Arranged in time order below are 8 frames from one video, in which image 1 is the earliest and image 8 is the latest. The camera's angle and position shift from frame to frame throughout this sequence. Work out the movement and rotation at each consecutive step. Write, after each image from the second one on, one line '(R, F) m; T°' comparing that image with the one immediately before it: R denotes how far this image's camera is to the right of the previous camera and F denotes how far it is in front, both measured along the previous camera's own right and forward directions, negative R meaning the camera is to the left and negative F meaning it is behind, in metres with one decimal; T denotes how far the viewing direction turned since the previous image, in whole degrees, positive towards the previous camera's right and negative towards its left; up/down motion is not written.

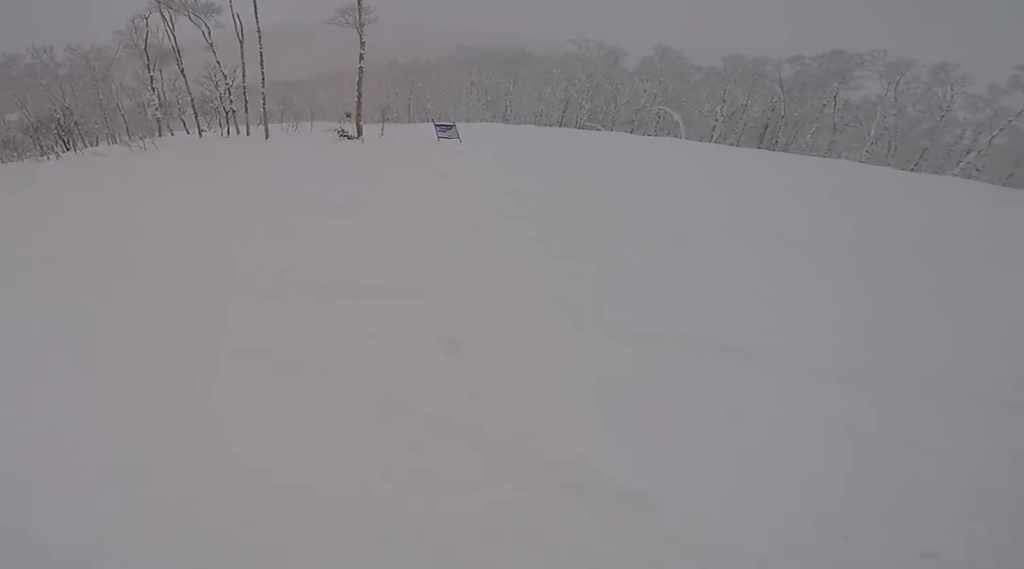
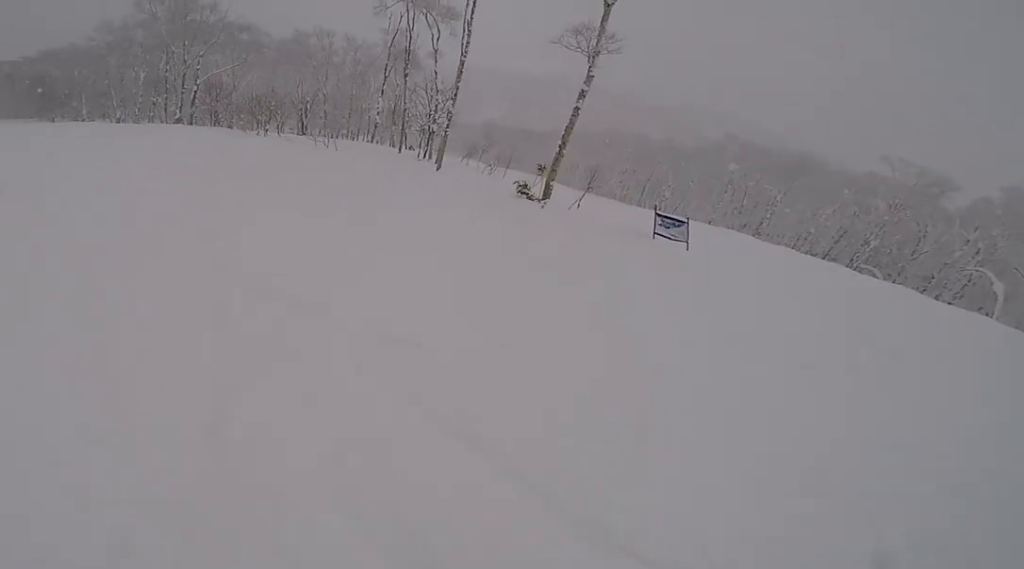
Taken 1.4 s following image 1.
(-0.3, +6.2) m; -23°
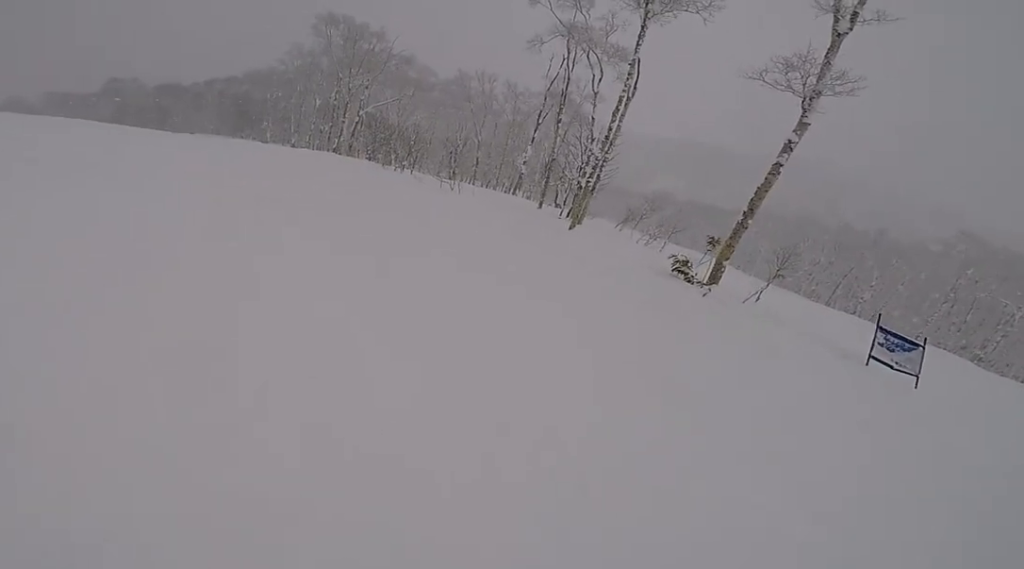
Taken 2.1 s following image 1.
(-0.9, +3.4) m; -10°
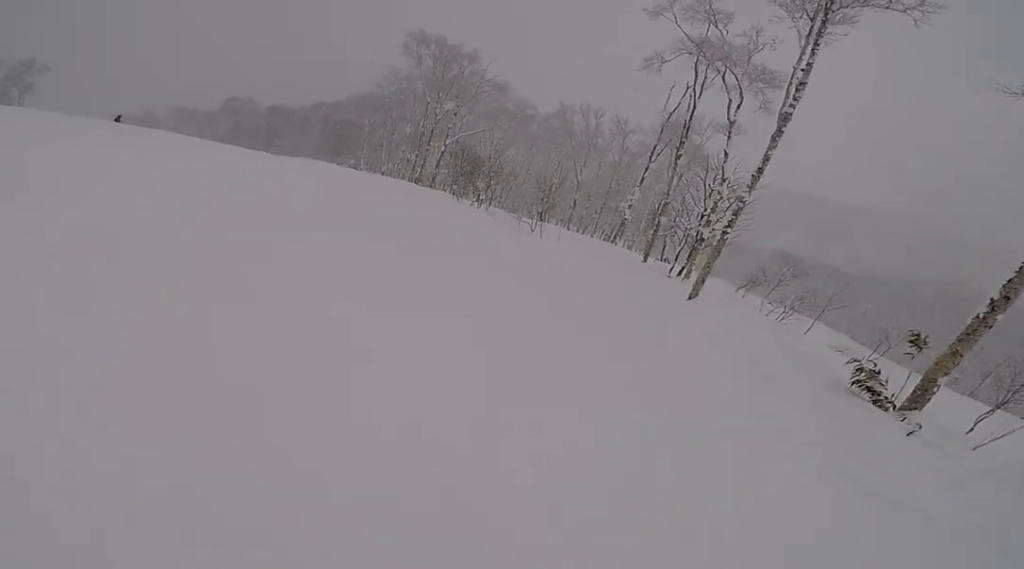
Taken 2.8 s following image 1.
(-0.3, +3.8) m; -11°
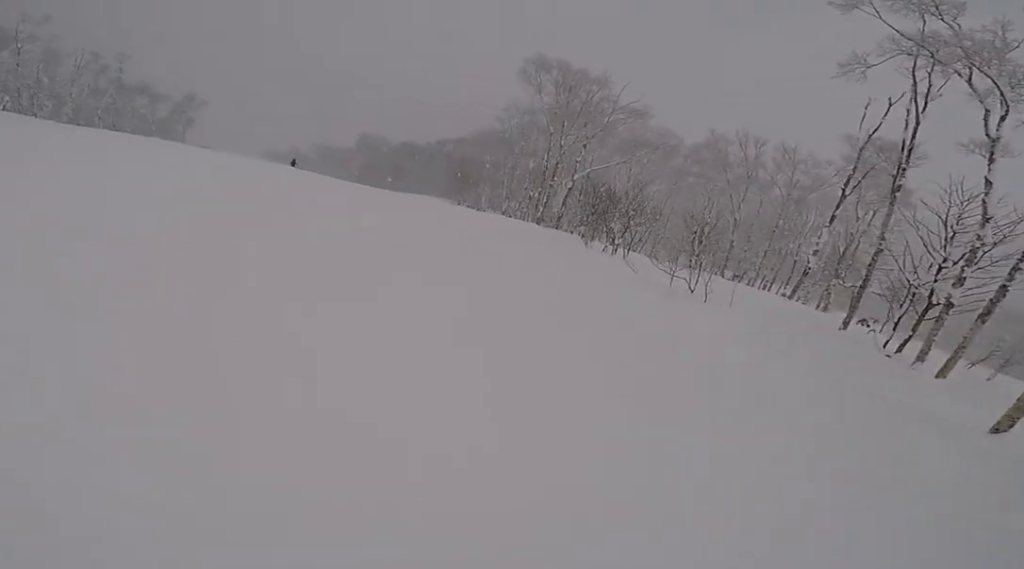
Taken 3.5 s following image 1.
(+0.2, +3.6) m; -11°
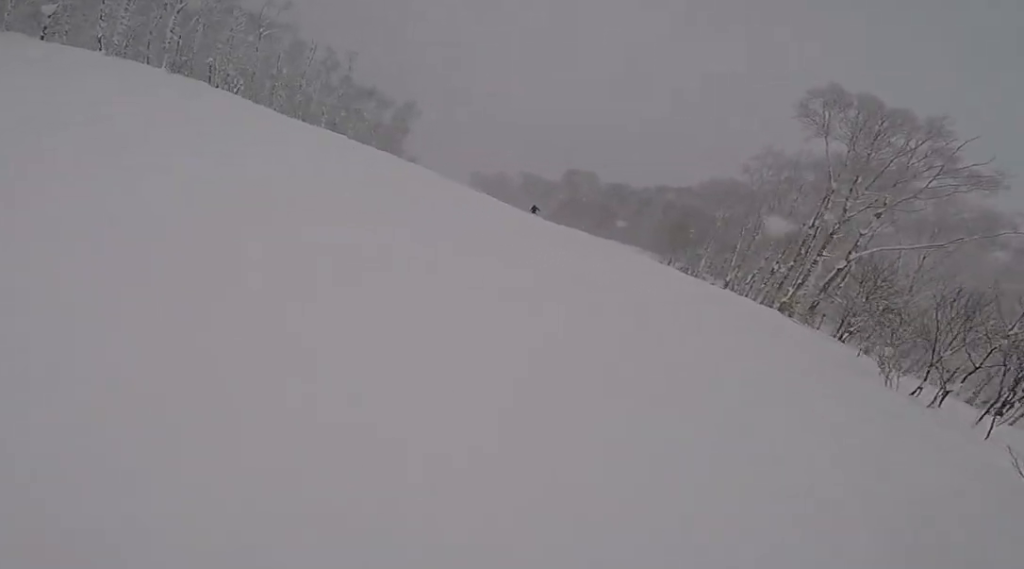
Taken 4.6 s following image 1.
(-1.6, +5.7) m; -18°
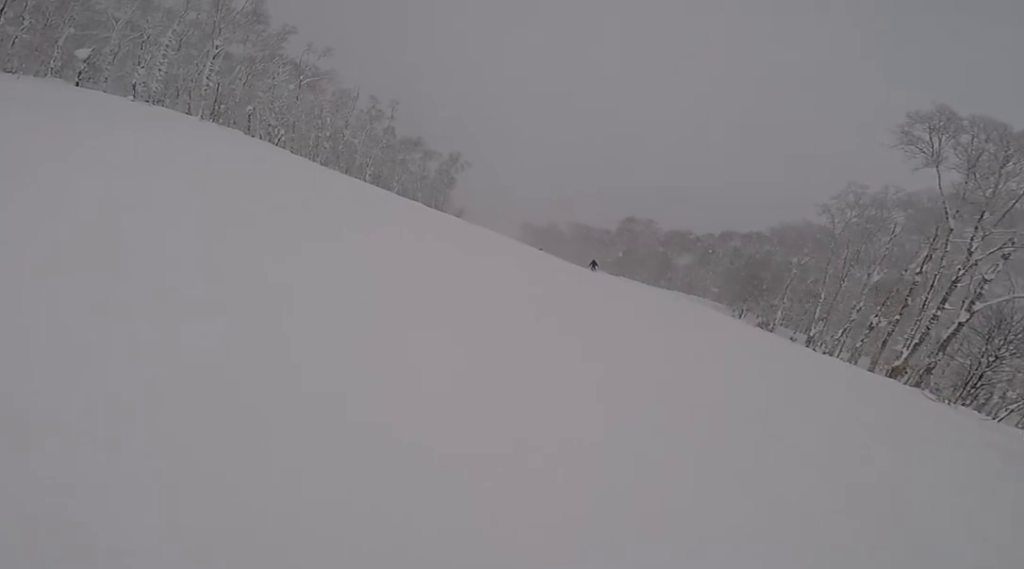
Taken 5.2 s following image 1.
(+0.1, +3.2) m; -6°
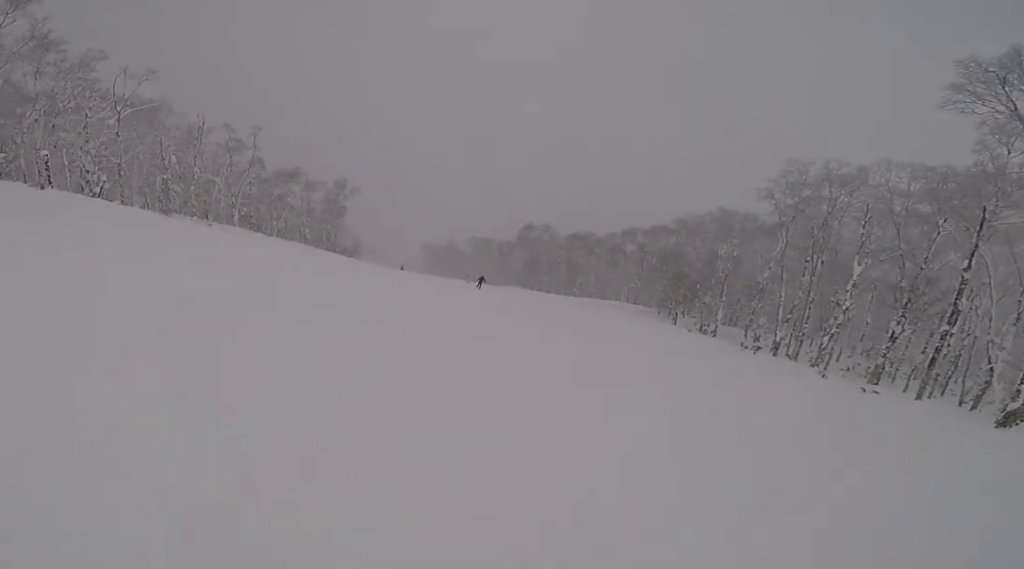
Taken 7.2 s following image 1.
(-2.9, +9.7) m; -14°
